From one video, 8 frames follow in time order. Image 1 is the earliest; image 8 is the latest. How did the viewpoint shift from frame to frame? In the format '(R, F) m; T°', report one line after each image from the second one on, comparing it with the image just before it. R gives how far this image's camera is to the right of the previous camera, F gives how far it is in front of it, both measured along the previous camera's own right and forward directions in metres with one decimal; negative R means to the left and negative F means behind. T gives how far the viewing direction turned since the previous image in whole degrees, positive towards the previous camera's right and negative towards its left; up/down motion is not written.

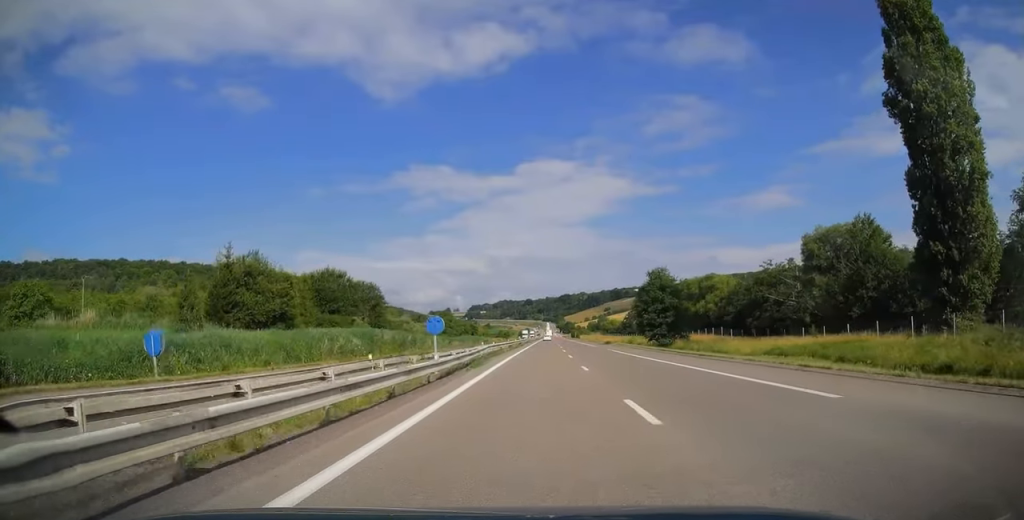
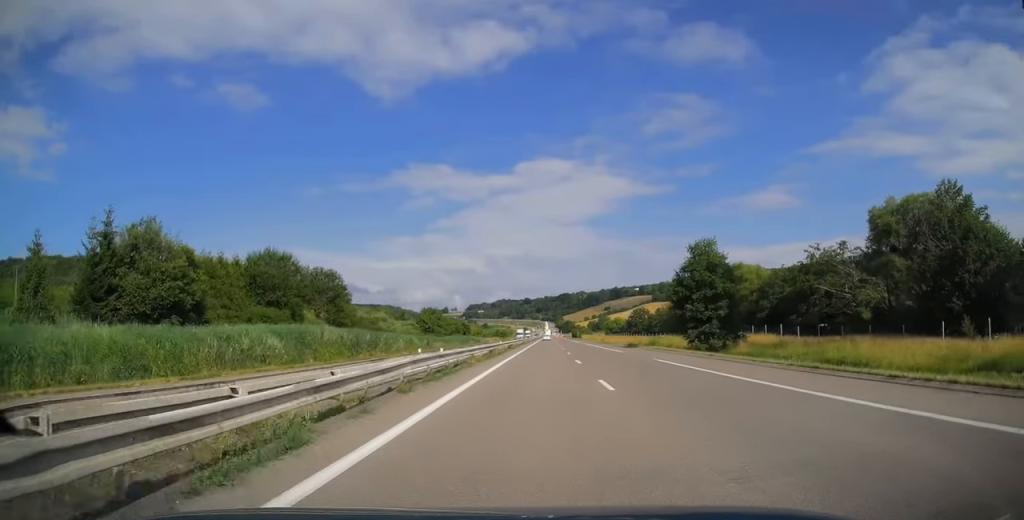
(0.0, +20.3) m; -1°
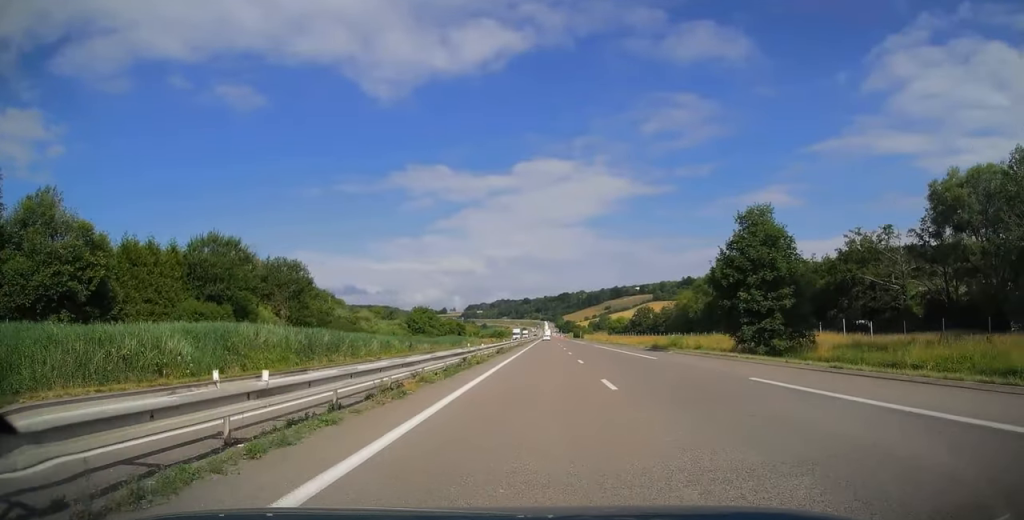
(-0.1, +13.2) m; 0°
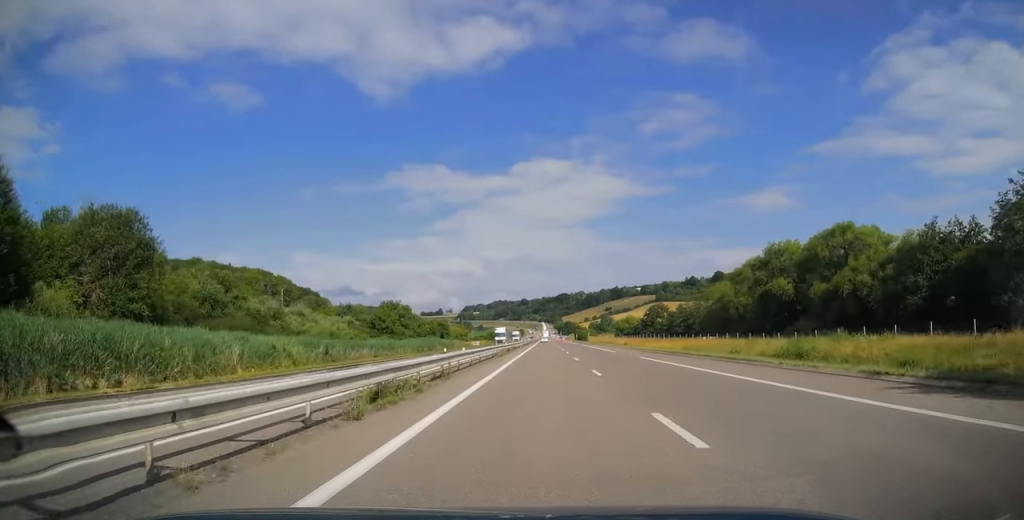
(-0.1, +33.8) m; 0°
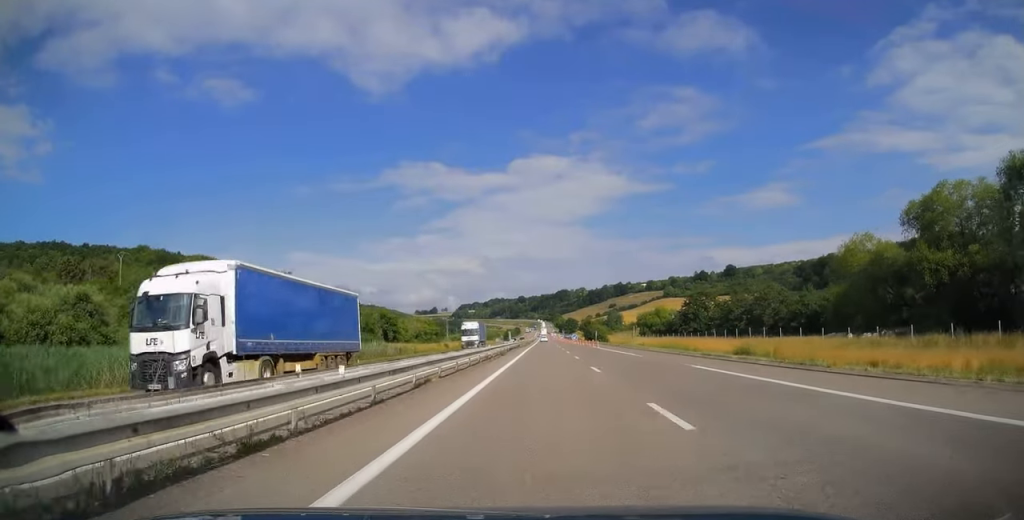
(+0.2, +65.0) m; 0°
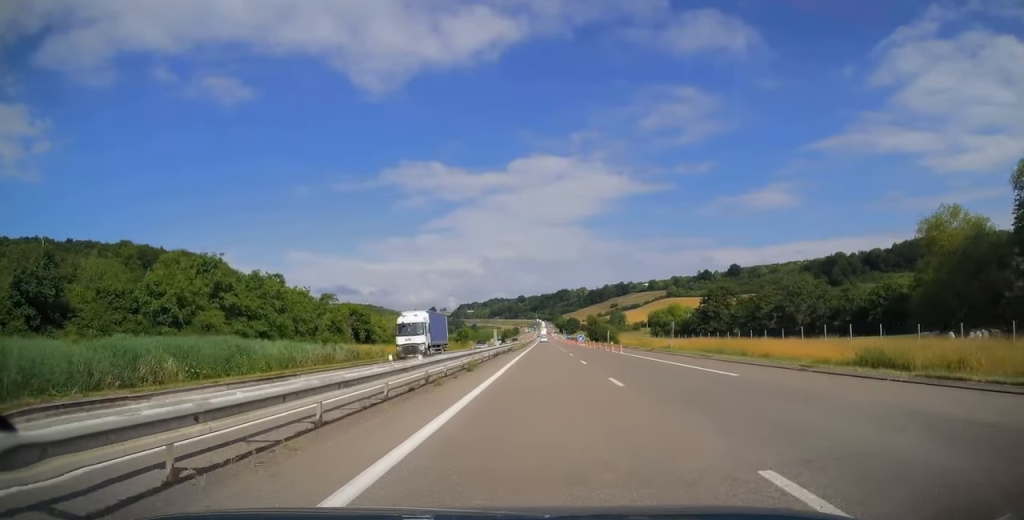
(0.0, +19.1) m; 0°
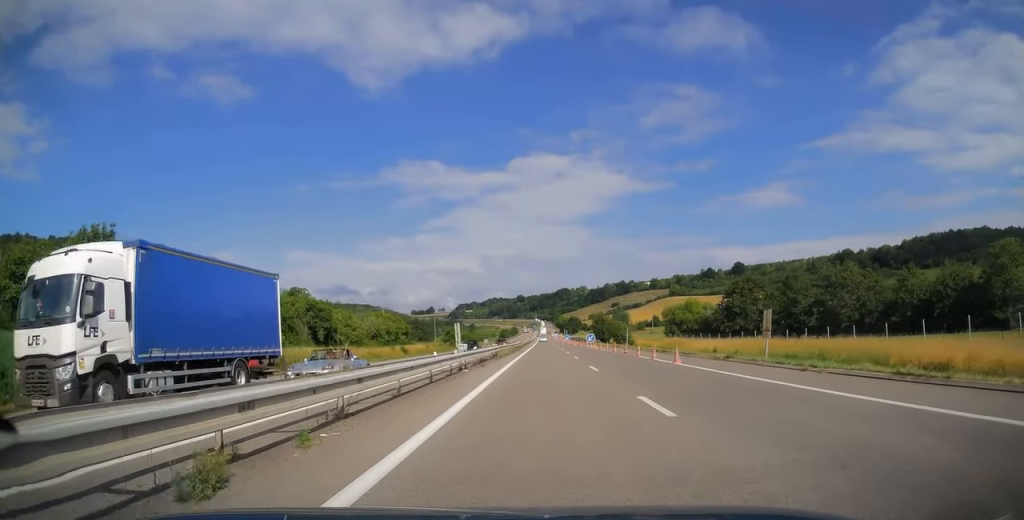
(0.0, +19.1) m; 0°
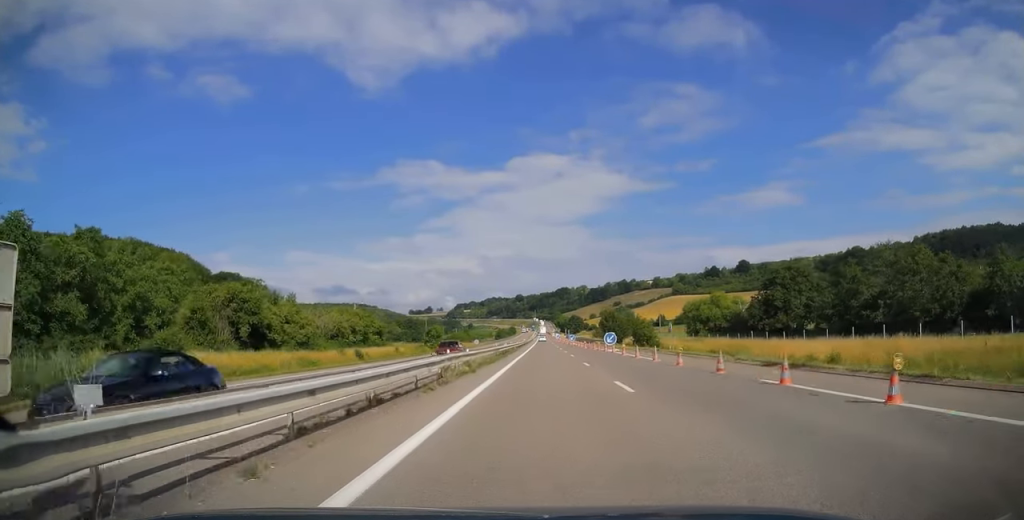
(0.0, +22.1) m; 0°
